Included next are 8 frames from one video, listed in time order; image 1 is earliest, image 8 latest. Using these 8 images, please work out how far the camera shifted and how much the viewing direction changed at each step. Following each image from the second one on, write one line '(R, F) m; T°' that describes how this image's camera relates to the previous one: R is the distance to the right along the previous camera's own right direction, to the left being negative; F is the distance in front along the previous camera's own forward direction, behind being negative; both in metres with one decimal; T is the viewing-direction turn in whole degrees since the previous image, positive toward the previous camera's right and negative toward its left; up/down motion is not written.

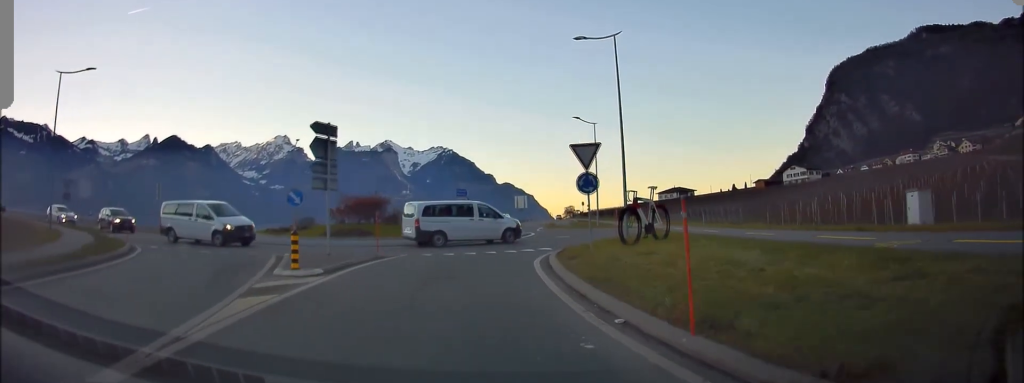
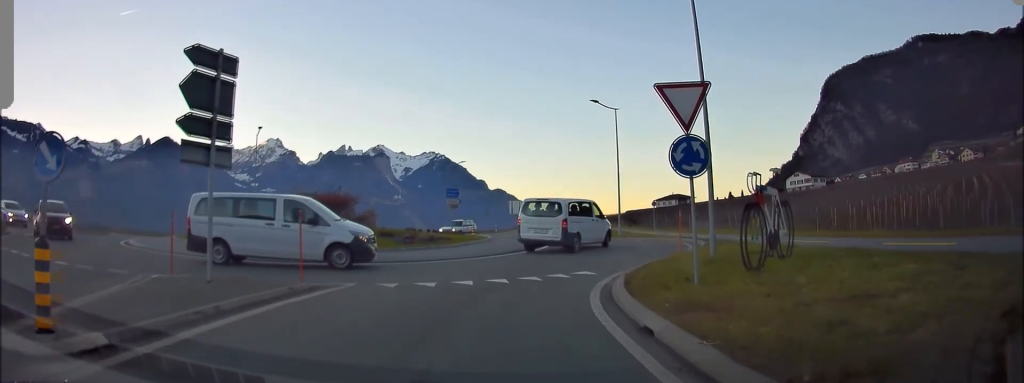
(-0.2, +11.0) m; 0°
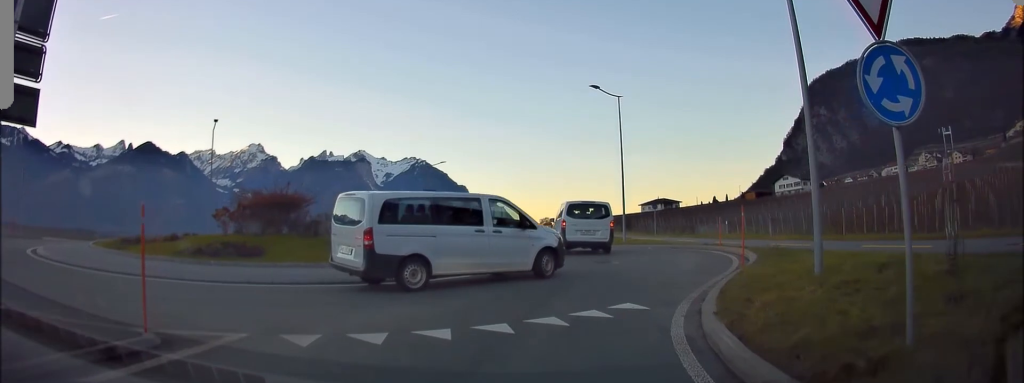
(+0.2, +7.3) m; +2°
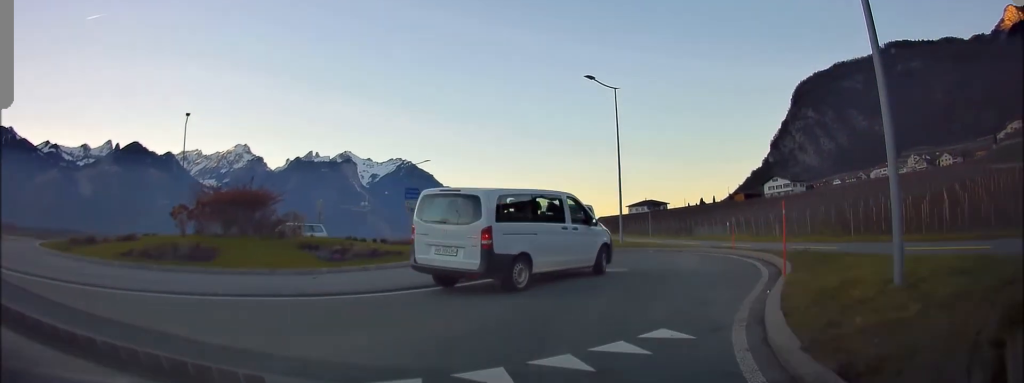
(+0.2, +3.1) m; +1°
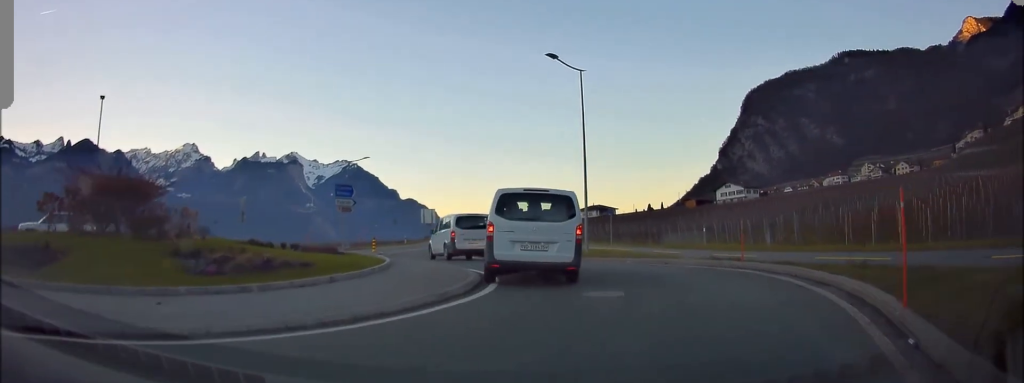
(-0.4, +4.7) m; +2°
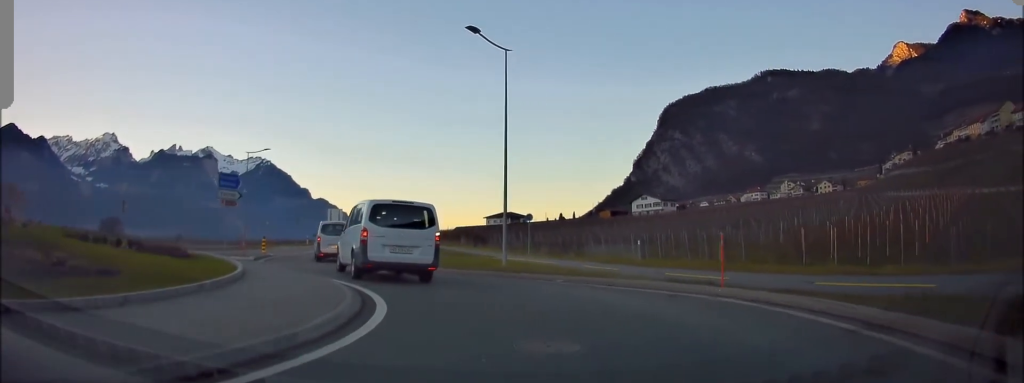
(+0.5, +3.9) m; +7°
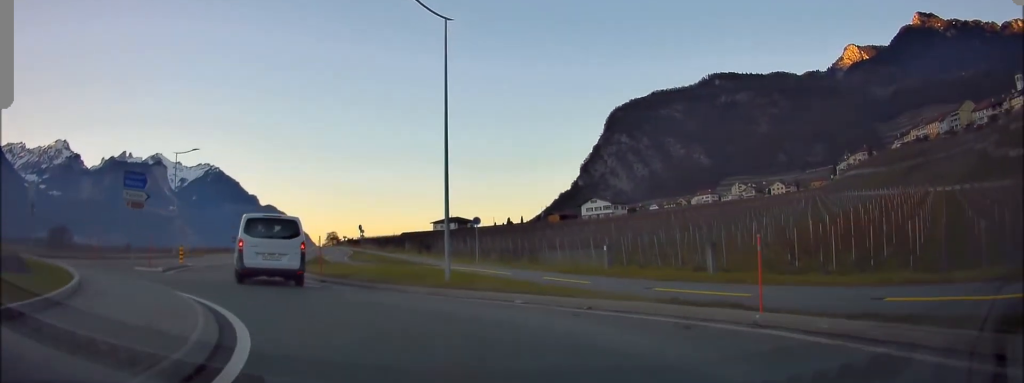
(+0.1, +3.3) m; +3°
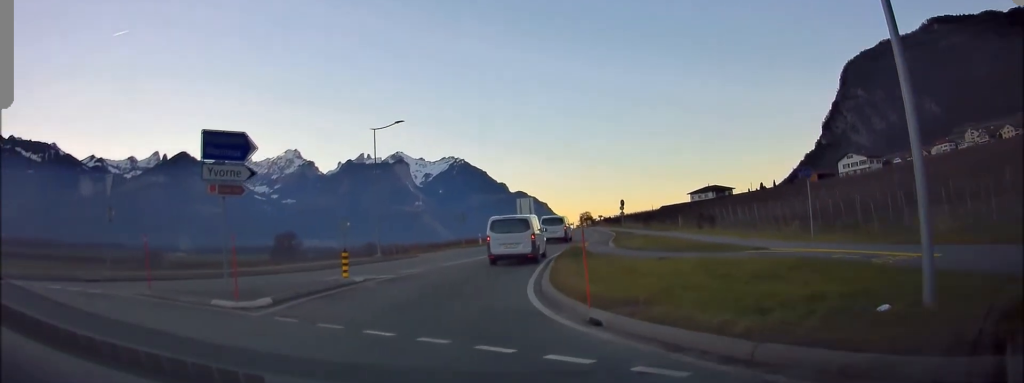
(-0.5, +9.2) m; -11°
